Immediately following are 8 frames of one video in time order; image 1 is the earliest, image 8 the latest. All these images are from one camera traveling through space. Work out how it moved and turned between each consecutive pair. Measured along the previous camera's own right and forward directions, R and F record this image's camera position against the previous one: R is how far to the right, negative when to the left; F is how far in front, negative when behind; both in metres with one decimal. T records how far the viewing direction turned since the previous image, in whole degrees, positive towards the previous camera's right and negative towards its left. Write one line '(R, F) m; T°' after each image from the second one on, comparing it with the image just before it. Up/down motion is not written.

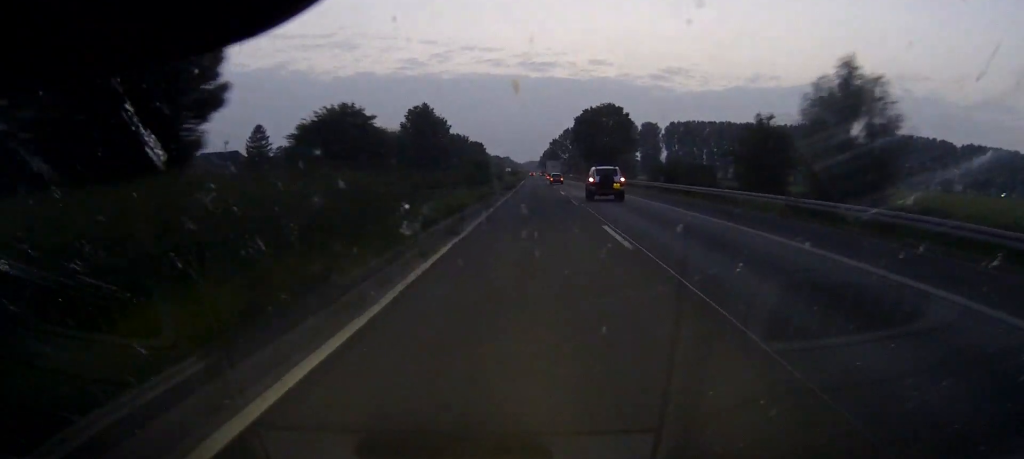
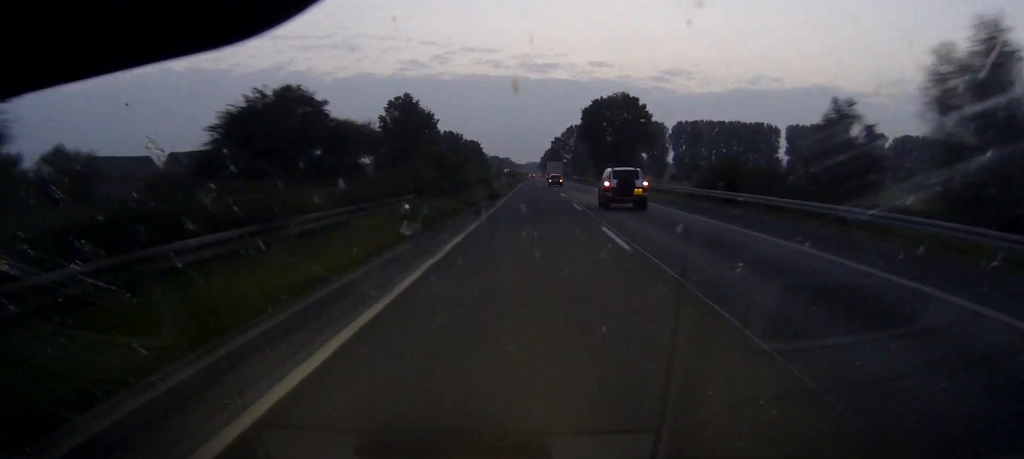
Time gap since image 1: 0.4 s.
(0.0, +18.9) m; 0°
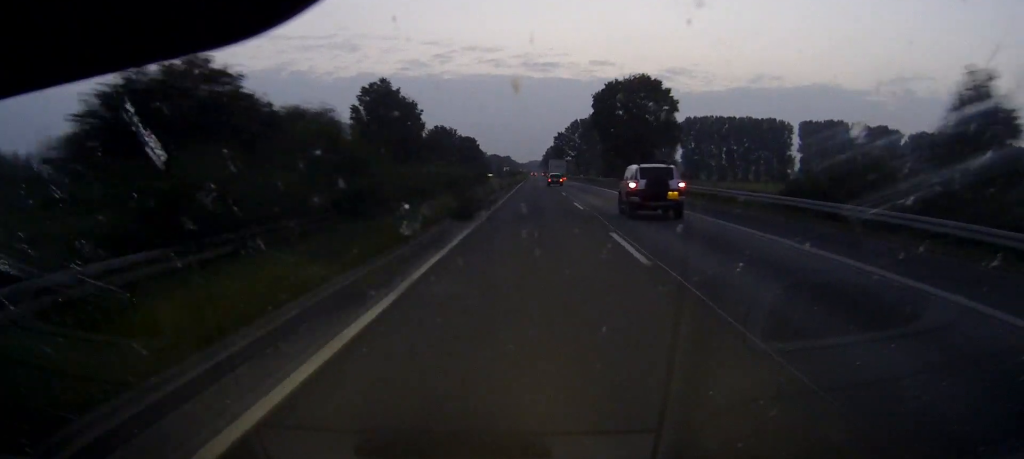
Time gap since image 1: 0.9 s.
(0.0, +18.7) m; 0°
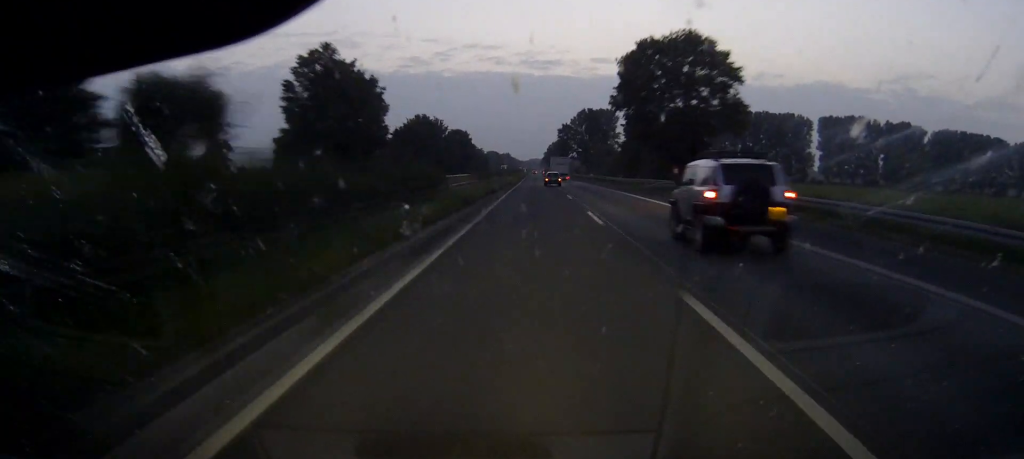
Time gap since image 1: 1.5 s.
(0.0, +27.1) m; 0°
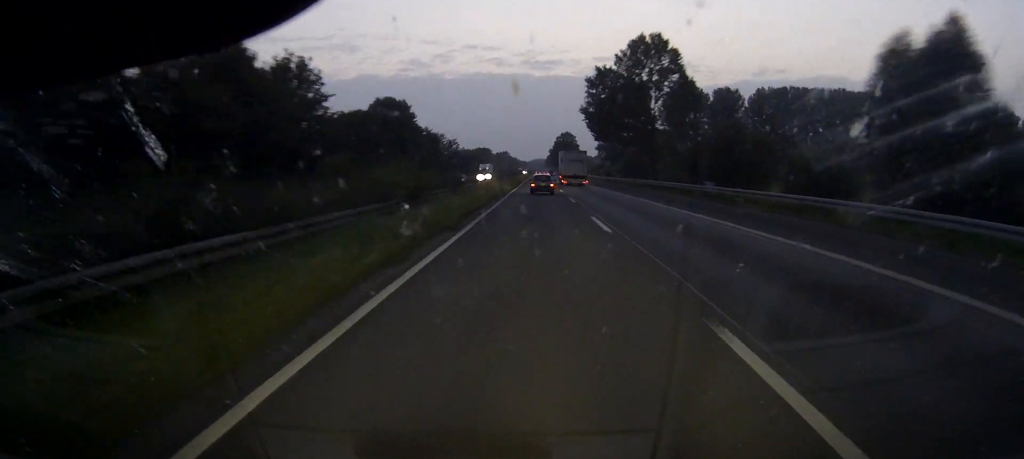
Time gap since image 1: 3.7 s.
(-0.4, +90.7) m; 0°
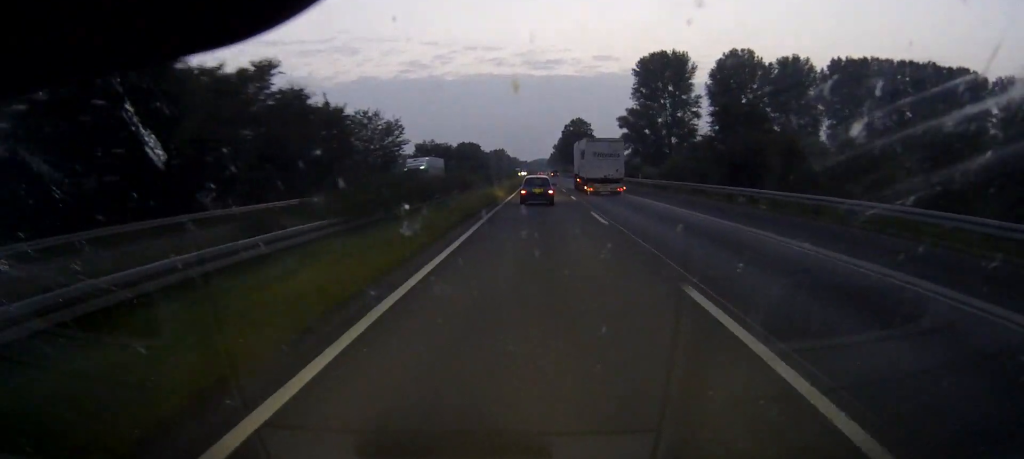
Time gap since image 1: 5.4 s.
(0.0, +68.2) m; 0°
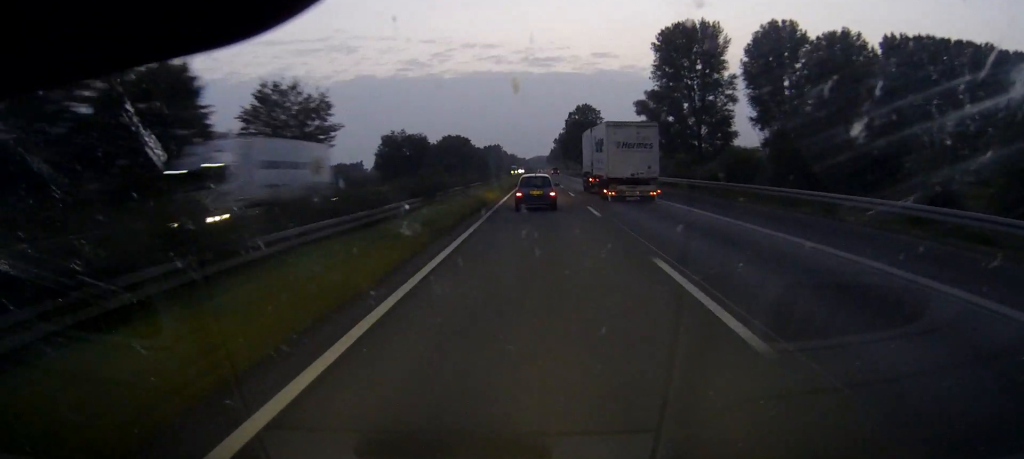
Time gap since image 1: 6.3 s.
(+0.1, +33.2) m; 0°
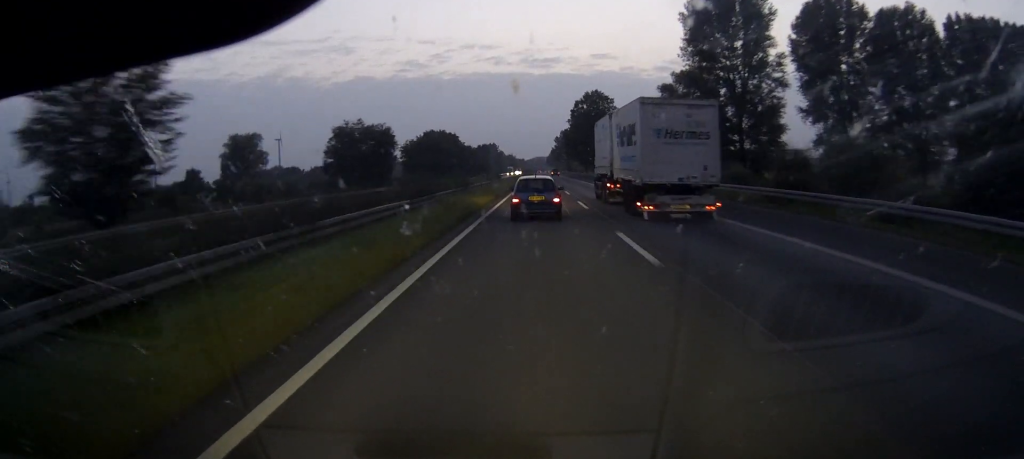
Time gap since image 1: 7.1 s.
(-0.1, +30.1) m; -1°
